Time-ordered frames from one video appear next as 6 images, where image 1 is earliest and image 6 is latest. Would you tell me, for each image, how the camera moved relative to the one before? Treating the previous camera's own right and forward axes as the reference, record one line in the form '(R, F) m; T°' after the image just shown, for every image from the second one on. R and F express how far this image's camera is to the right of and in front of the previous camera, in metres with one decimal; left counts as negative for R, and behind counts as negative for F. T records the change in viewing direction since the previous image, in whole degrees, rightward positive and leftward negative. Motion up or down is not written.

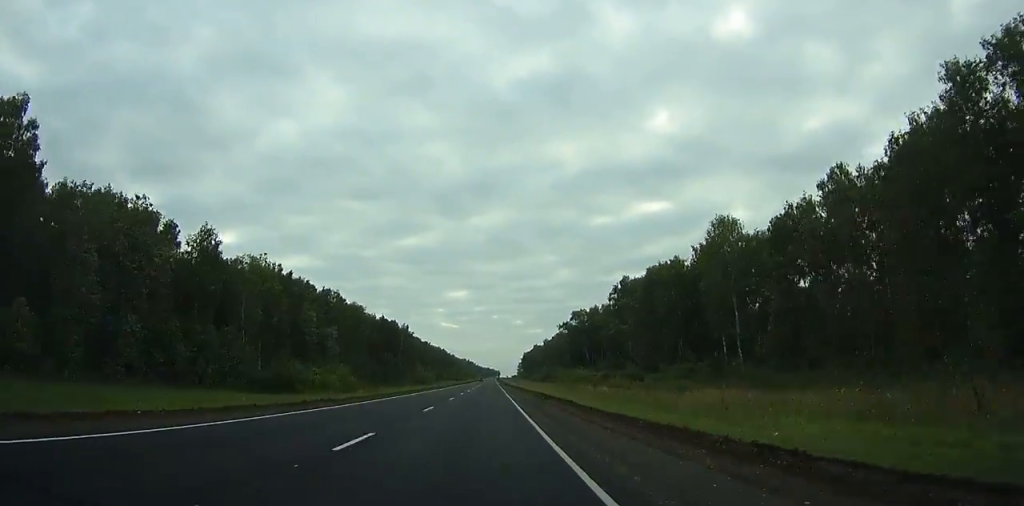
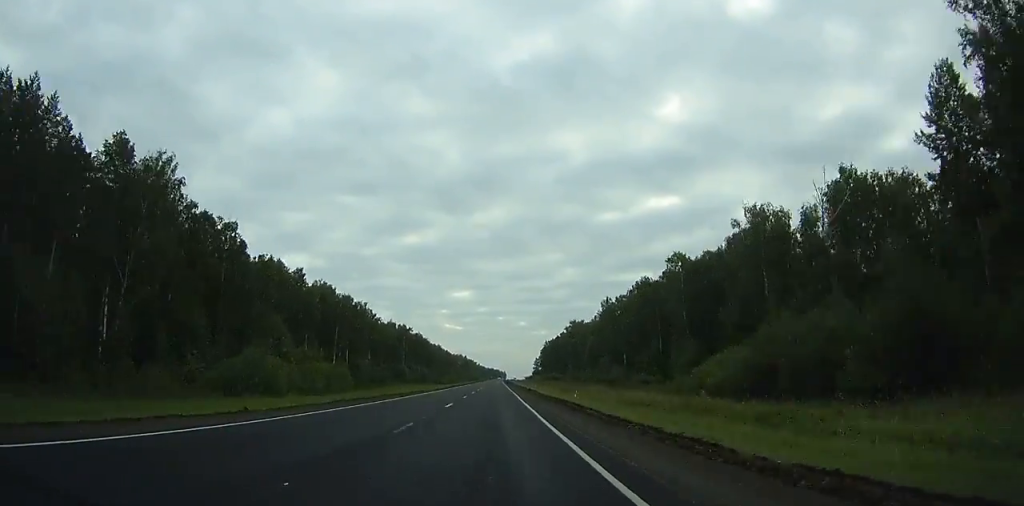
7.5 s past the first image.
(+0.3, +187.8) m; 0°
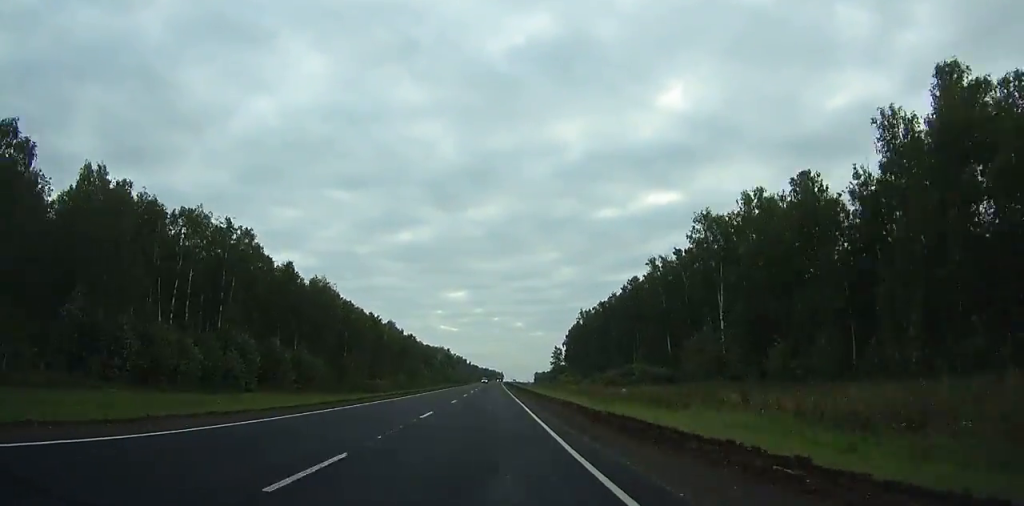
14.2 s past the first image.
(+0.6, +165.7) m; +1°
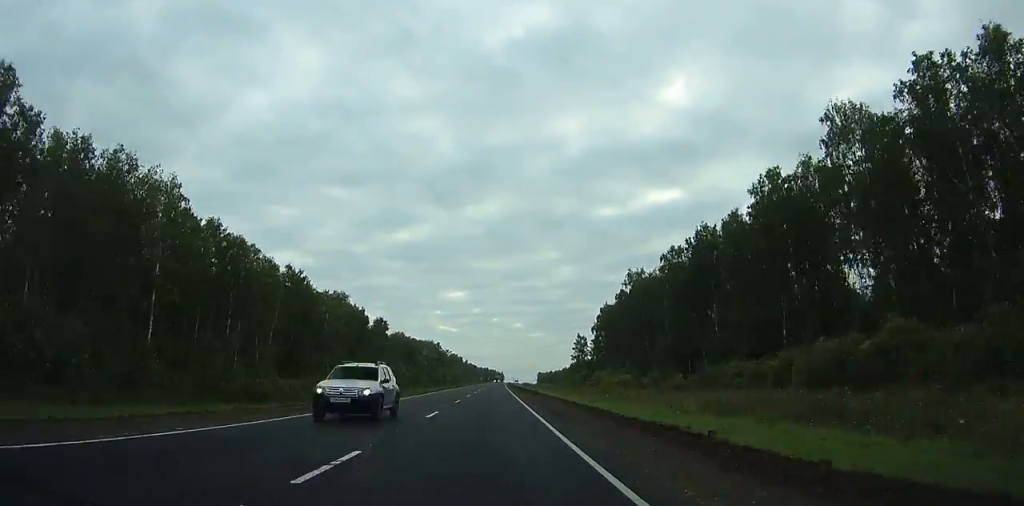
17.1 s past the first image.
(-0.1, +71.5) m; 0°
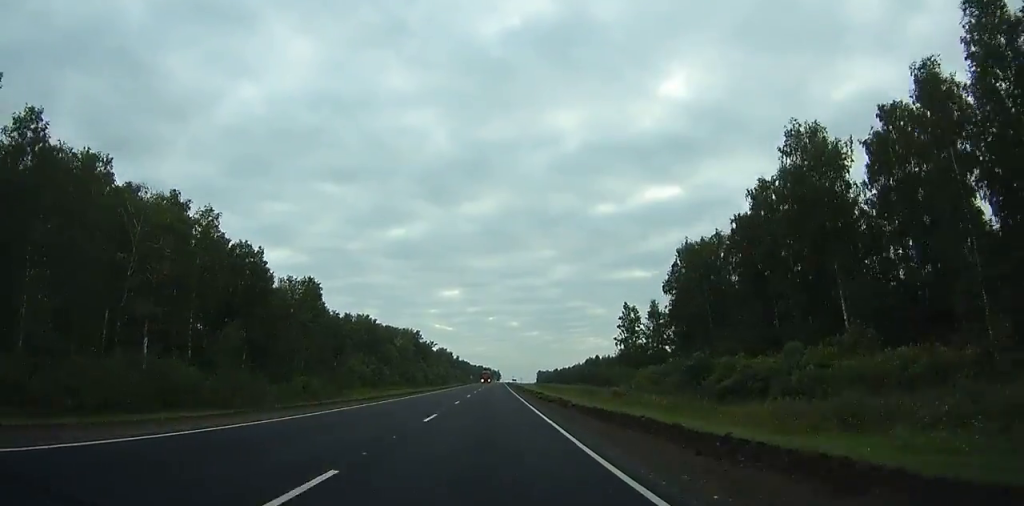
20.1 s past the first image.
(0.0, +74.4) m; 0°
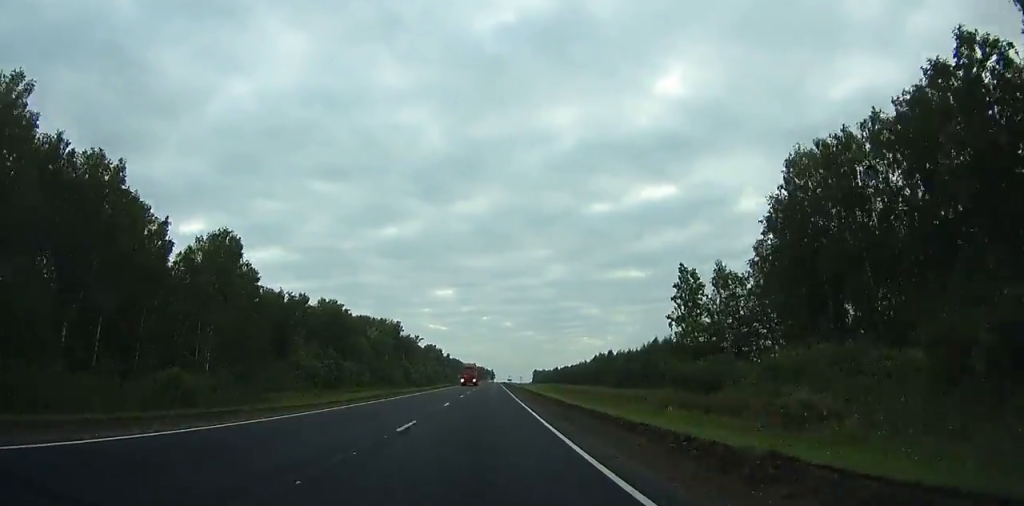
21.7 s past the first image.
(0.0, +40.0) m; 0°
